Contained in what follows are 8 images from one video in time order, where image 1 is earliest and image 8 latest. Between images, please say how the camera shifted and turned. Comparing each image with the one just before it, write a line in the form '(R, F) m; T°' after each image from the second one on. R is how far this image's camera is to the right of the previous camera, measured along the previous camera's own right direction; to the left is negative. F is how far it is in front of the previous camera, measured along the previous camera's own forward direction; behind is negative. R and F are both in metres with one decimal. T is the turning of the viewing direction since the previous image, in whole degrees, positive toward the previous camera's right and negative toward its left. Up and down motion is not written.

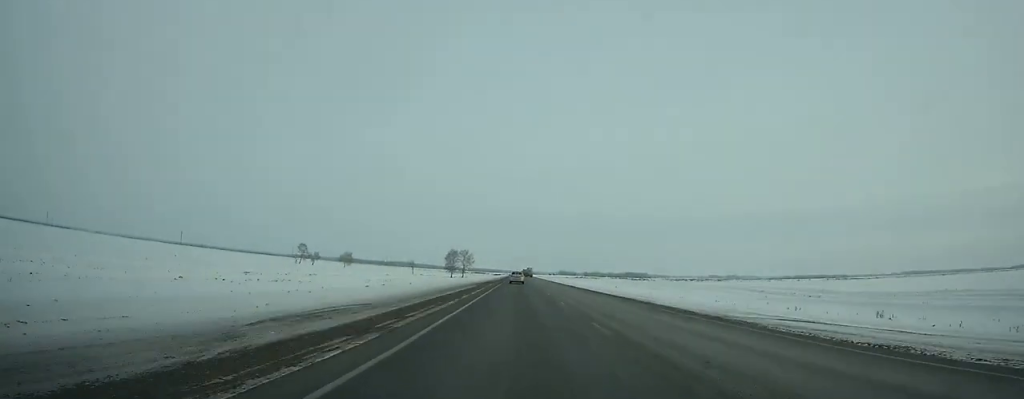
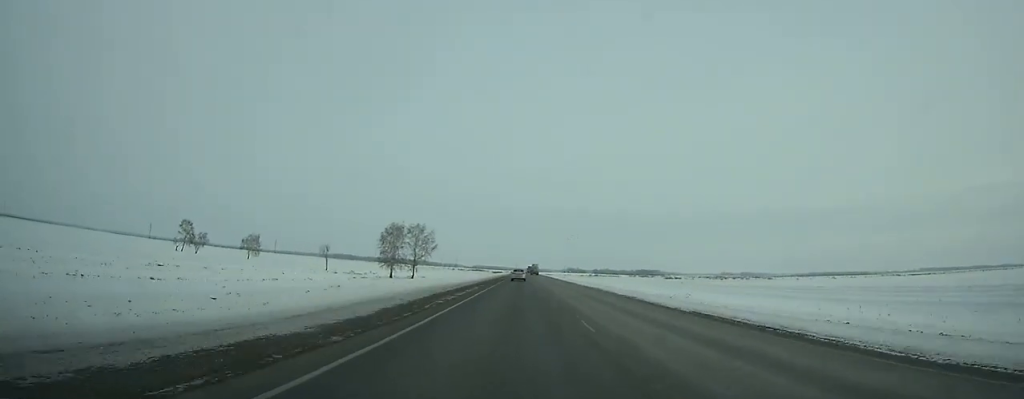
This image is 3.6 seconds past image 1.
(-0.1, +107.5) m; 0°
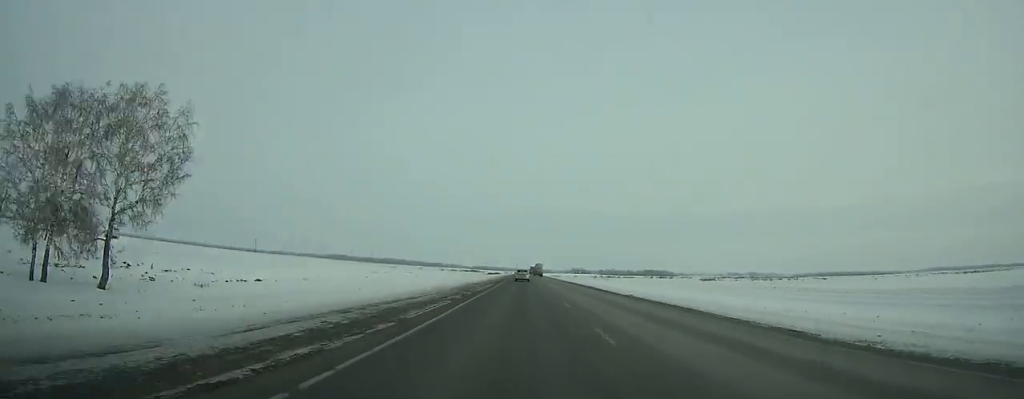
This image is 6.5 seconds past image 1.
(-0.2, +86.7) m; 0°
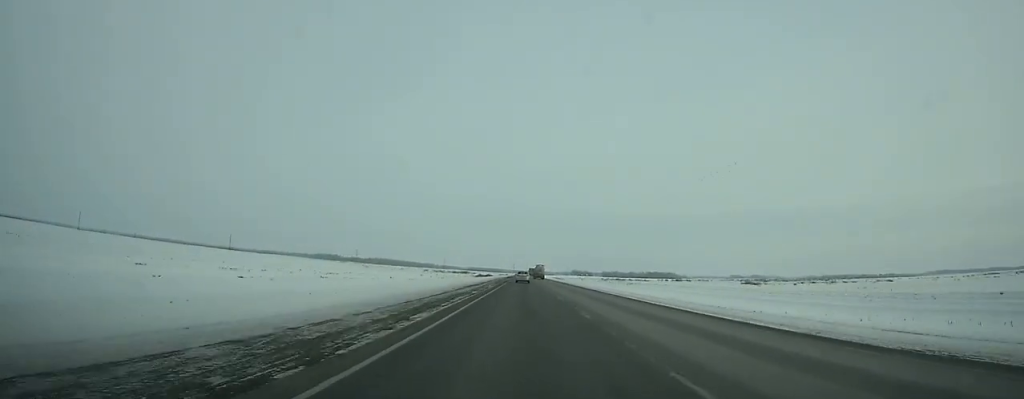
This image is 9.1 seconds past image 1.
(+0.1, +77.3) m; 0°
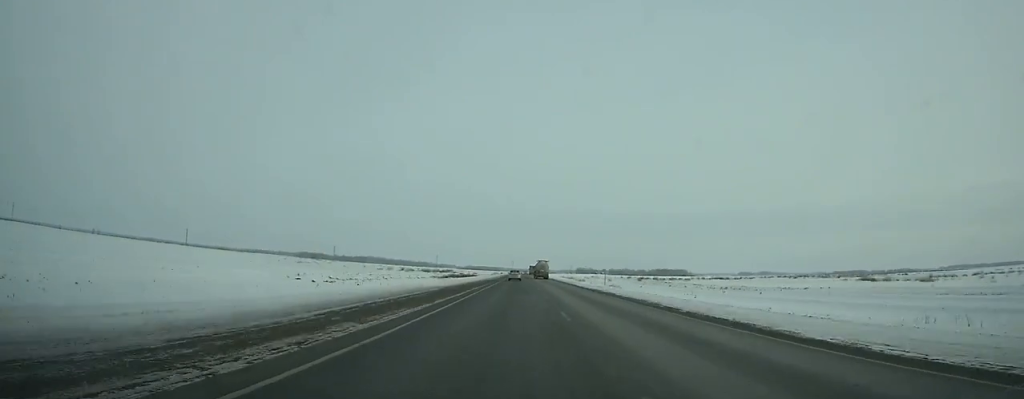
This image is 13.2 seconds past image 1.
(0.0, +121.4) m; 0°
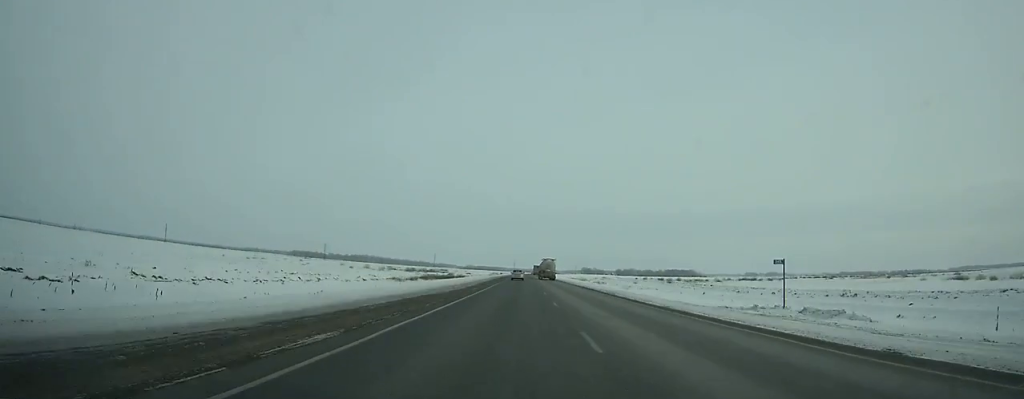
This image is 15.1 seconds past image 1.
(-0.2, +56.4) m; 0°
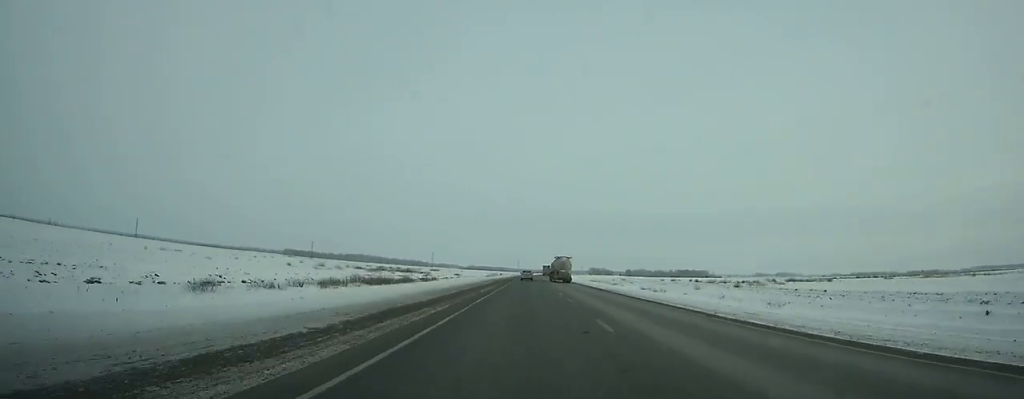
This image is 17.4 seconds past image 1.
(-0.2, +68.9) m; 0°
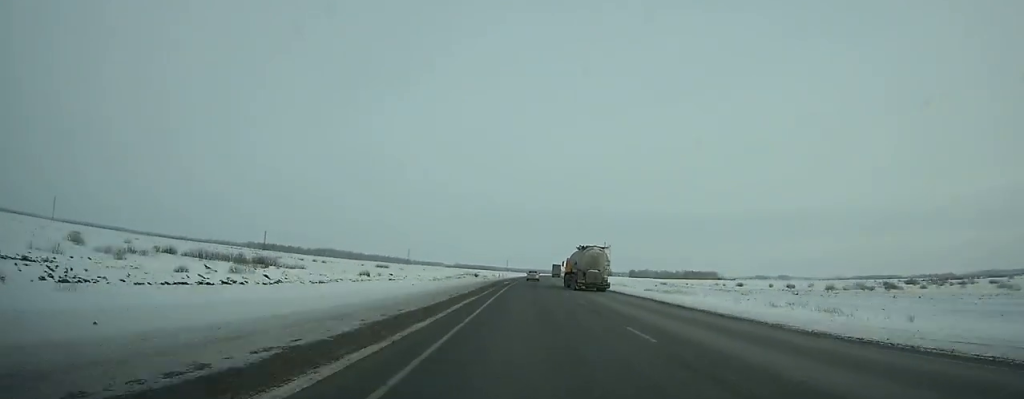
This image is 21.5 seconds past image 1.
(+0.7, +124.1) m; +1°
